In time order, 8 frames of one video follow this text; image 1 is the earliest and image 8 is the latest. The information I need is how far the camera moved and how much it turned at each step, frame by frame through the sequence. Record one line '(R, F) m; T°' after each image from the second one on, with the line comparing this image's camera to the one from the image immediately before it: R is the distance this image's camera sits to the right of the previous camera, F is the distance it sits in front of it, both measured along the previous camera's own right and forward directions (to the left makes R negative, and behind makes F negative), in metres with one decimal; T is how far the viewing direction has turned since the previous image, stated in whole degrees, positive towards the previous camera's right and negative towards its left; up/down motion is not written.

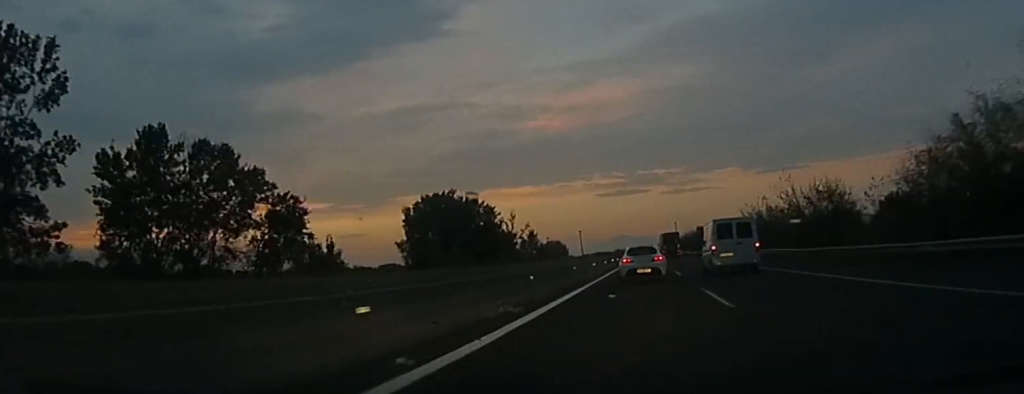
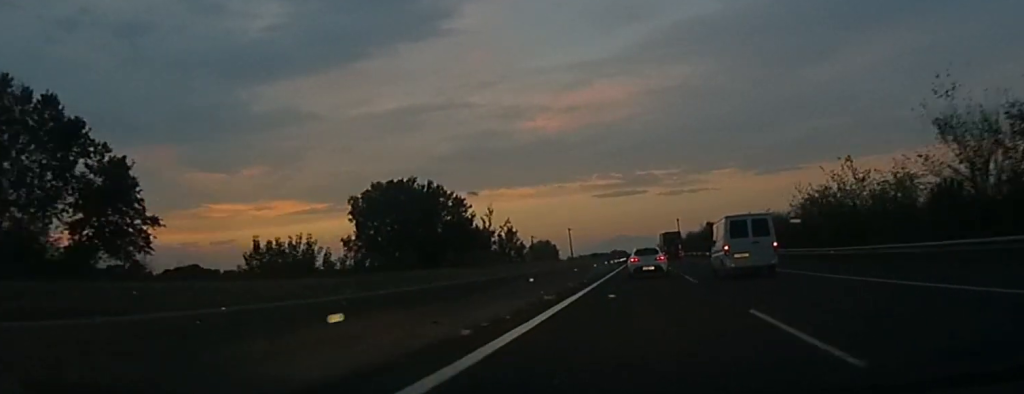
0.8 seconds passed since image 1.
(+0.5, +25.4) m; +1°
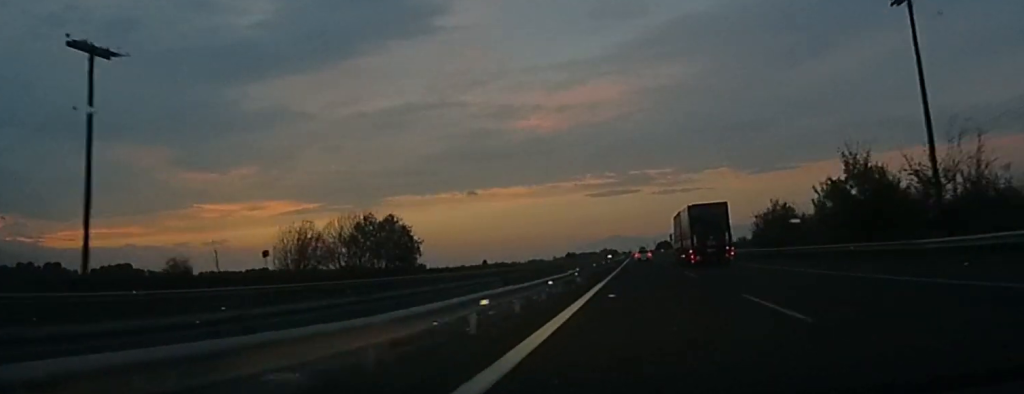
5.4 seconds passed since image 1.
(+1.4, +156.7) m; 0°
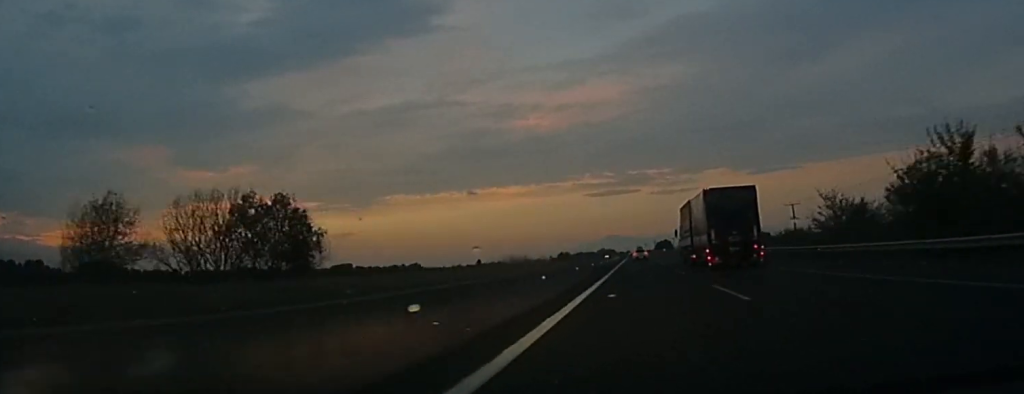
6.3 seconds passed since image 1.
(0.0, +30.0) m; 0°
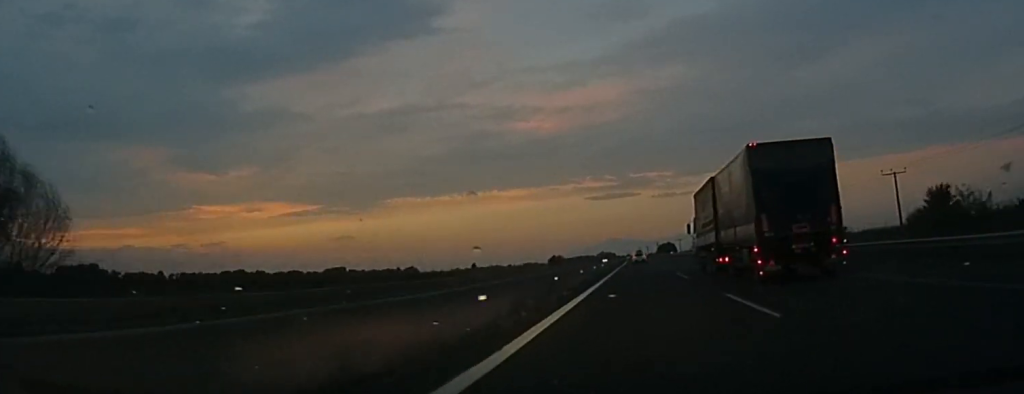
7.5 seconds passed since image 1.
(0.0, +38.0) m; 0°
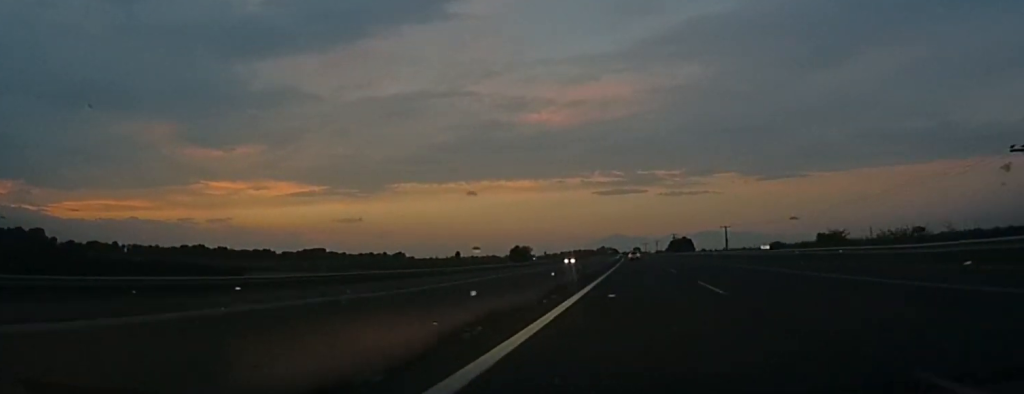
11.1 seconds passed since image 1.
(+0.4, +113.8) m; +1°
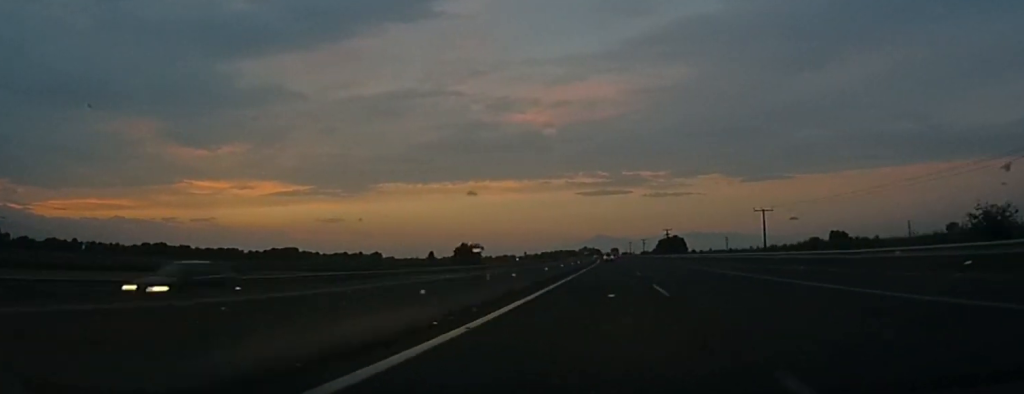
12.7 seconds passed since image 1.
(+0.3, +53.6) m; -1°
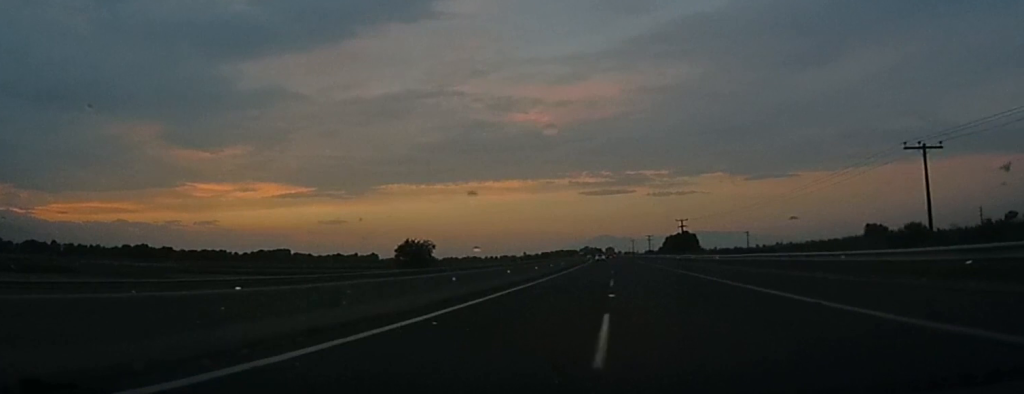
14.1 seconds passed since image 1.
(-0.3, +48.9) m; -1°
